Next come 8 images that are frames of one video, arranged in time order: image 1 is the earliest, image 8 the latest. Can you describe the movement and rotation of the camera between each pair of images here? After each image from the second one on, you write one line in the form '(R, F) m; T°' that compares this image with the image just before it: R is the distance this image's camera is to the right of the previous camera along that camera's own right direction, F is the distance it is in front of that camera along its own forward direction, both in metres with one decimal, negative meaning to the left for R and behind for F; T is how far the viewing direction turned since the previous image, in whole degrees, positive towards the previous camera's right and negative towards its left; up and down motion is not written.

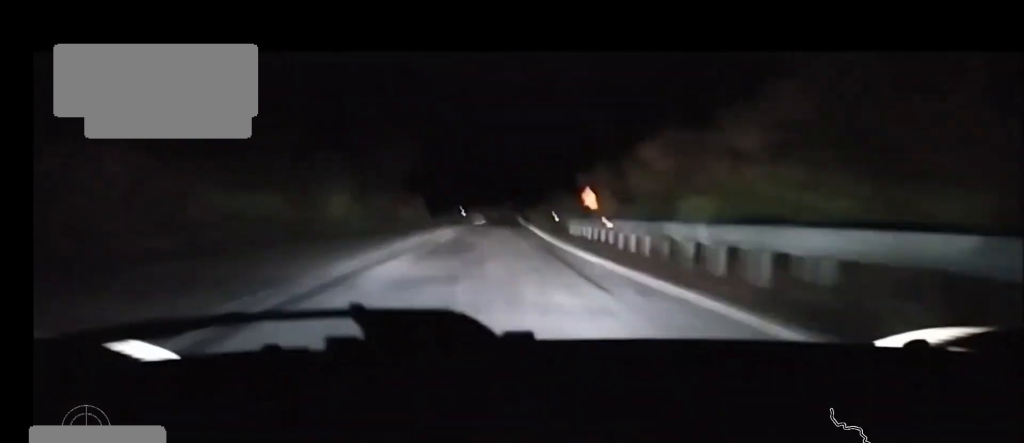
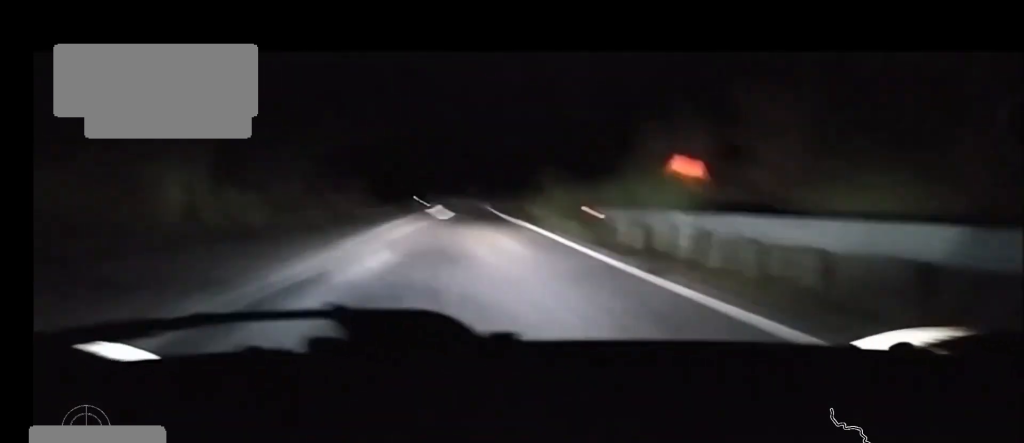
(+0.3, +14.5) m; +1°
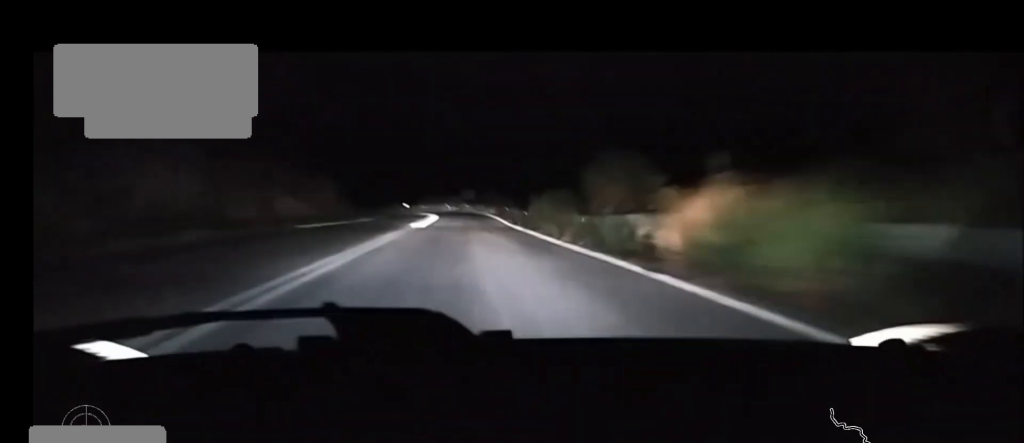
(0.0, +13.1) m; 0°
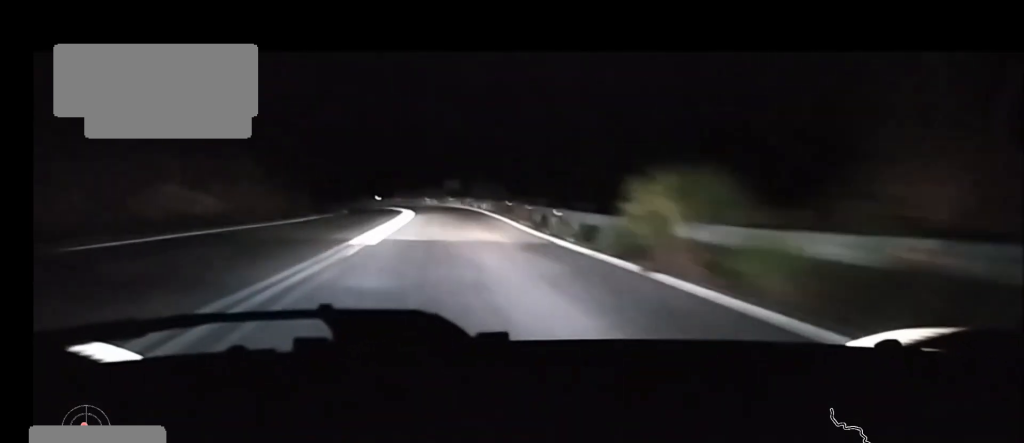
(0.0, +11.9) m; 0°
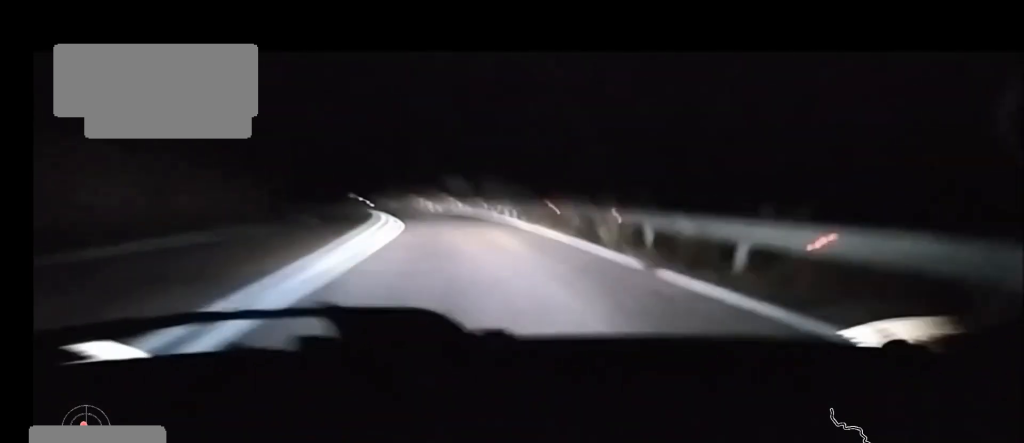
(+0.1, +15.2) m; 0°
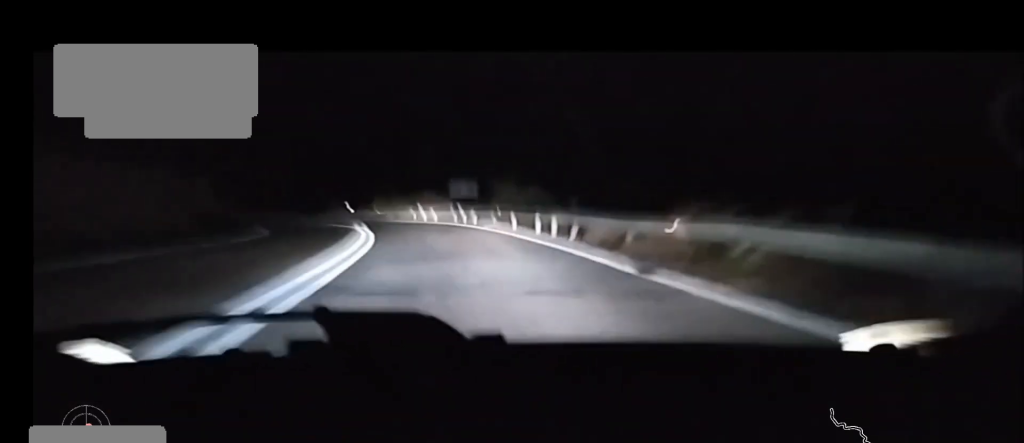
(0.0, +9.9) m; -2°
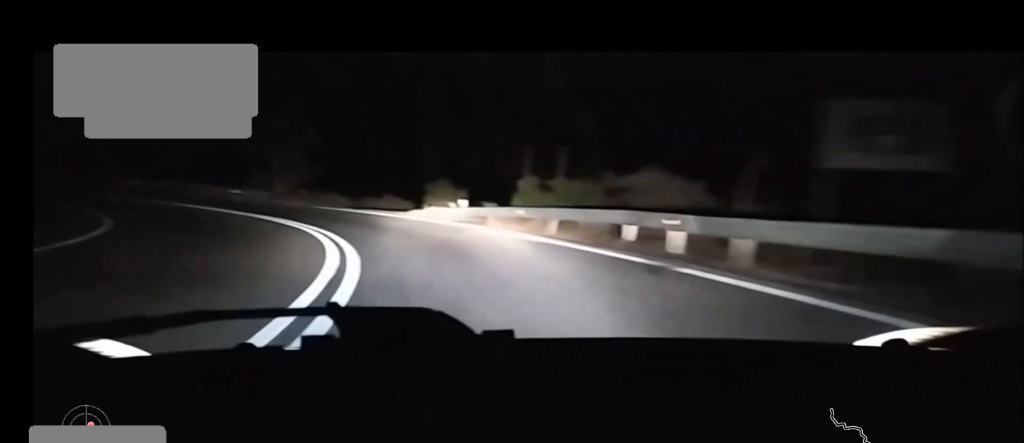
(-3.2, +30.1) m; -19°
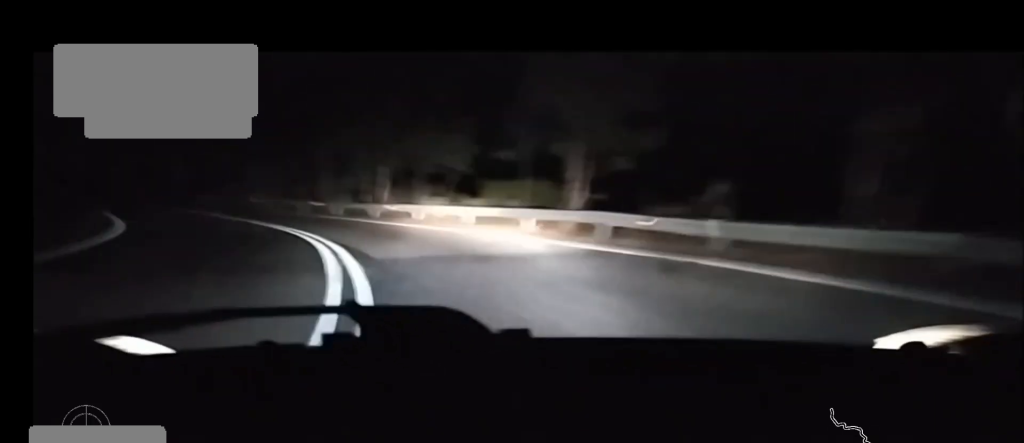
(-11.3, +33.3) m; -38°
